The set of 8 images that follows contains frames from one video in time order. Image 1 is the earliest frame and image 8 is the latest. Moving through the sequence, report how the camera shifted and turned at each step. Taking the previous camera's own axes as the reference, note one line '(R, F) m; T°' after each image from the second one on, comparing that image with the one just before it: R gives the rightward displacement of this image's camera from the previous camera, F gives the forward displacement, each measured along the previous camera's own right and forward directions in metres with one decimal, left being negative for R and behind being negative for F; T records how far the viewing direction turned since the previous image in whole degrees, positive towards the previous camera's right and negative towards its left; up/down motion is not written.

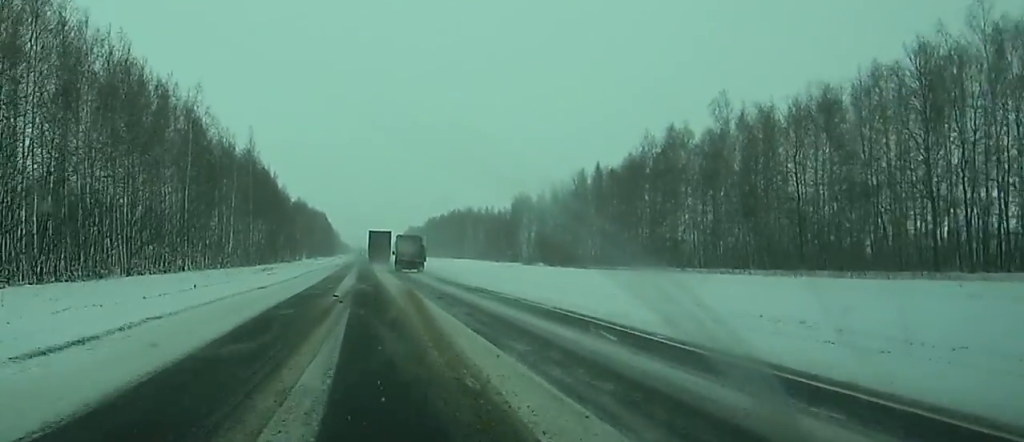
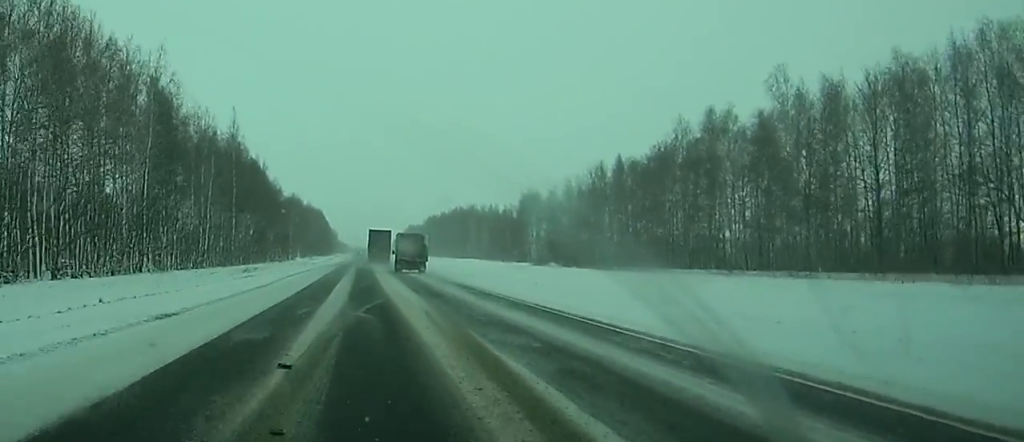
(+0.1, +16.6) m; 0°
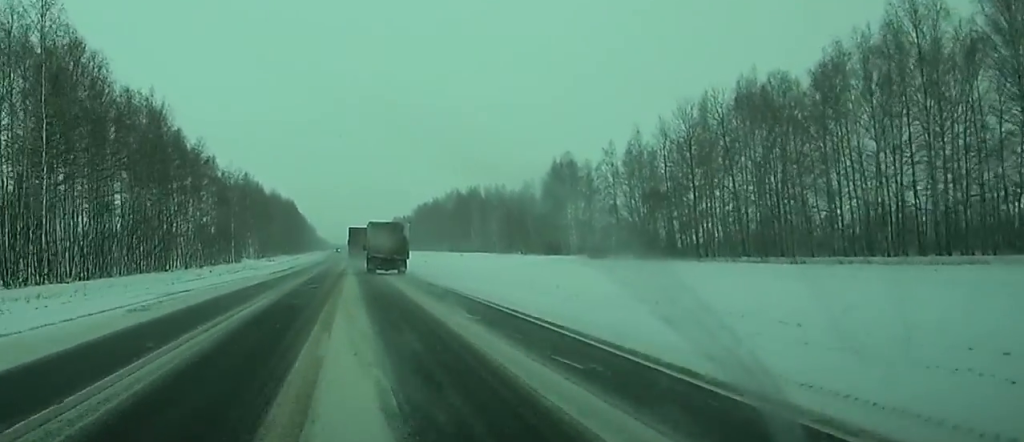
(+1.1, +66.2) m; +2°
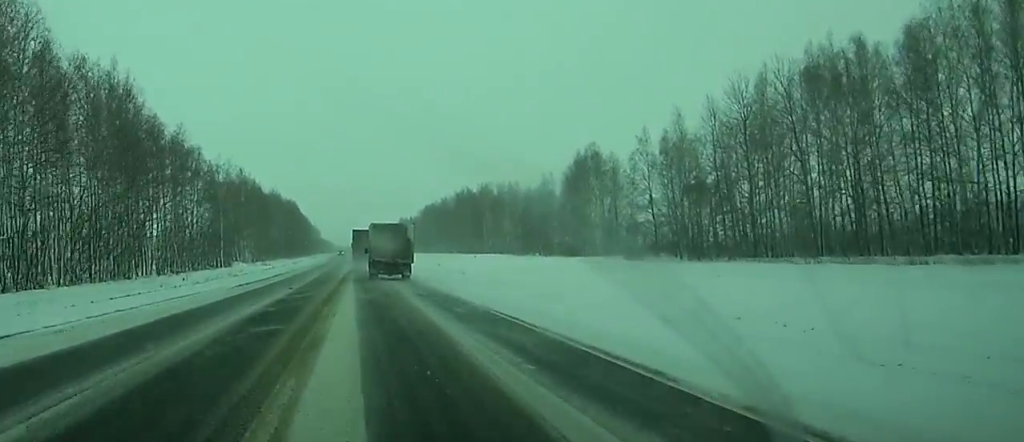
(+0.1, +16.7) m; 0°
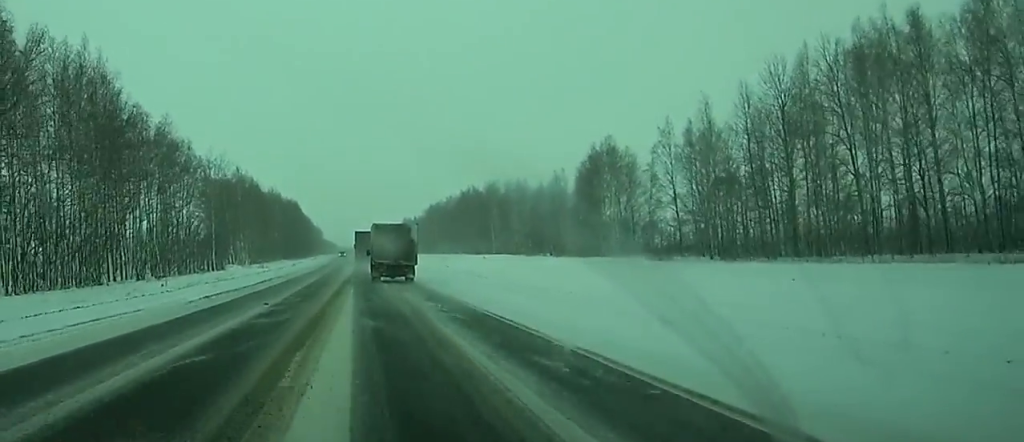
(0.0, +9.4) m; 0°
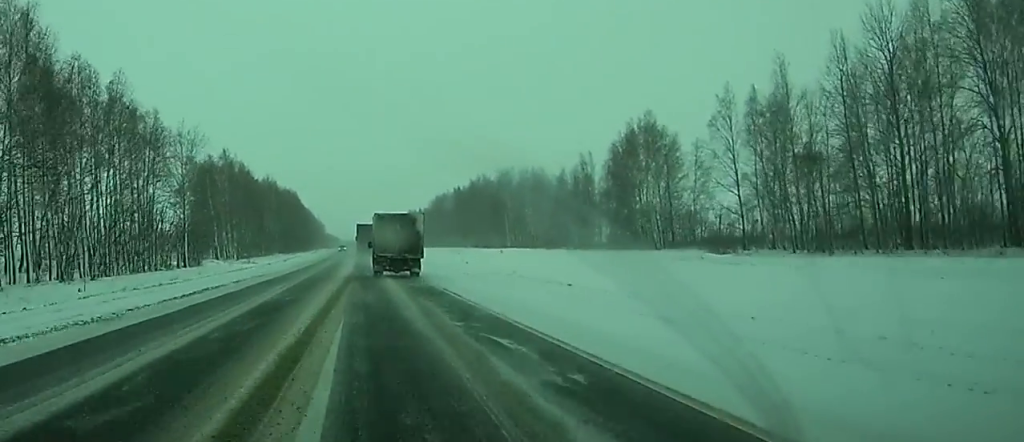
(-0.1, +20.8) m; 0°
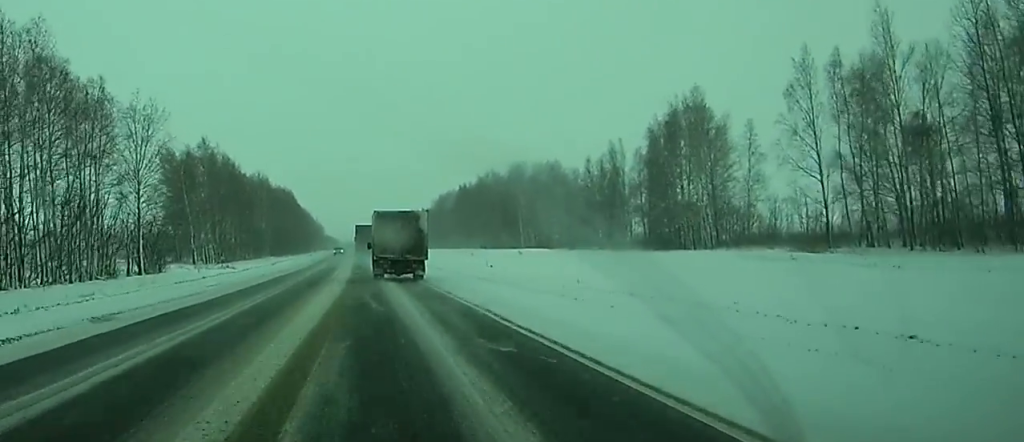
(-0.1, +20.4) m; -1°
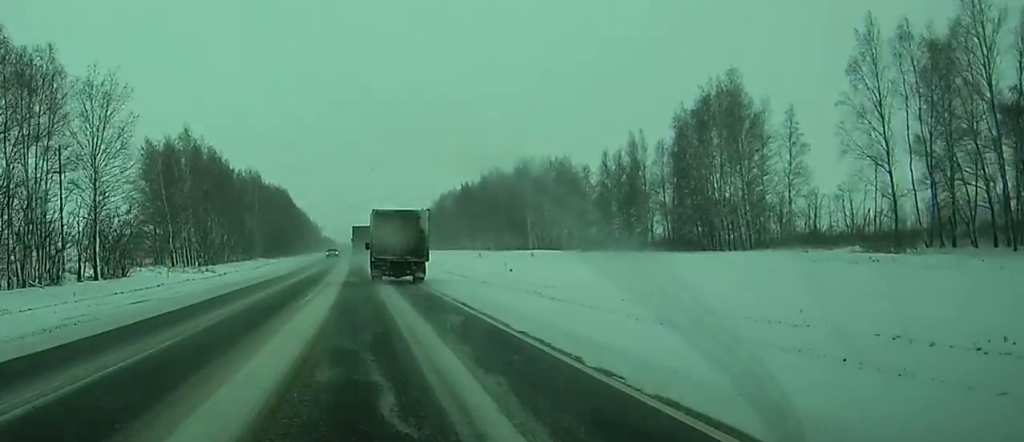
(0.0, +12.7) m; 0°
